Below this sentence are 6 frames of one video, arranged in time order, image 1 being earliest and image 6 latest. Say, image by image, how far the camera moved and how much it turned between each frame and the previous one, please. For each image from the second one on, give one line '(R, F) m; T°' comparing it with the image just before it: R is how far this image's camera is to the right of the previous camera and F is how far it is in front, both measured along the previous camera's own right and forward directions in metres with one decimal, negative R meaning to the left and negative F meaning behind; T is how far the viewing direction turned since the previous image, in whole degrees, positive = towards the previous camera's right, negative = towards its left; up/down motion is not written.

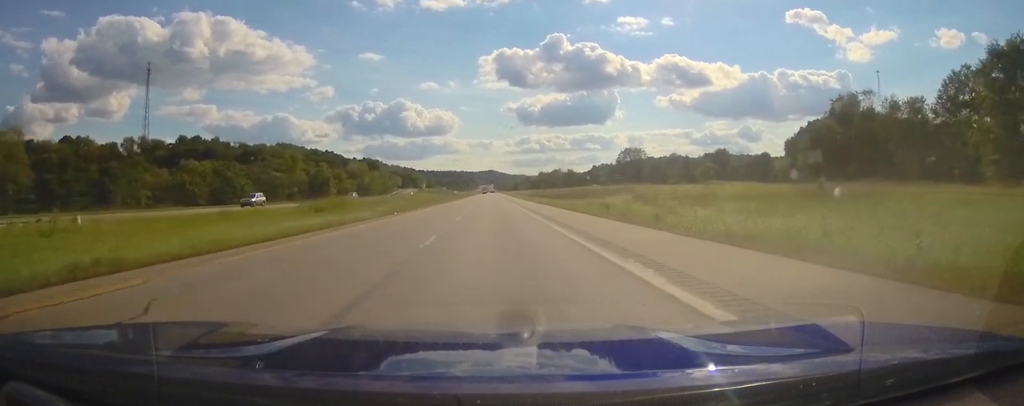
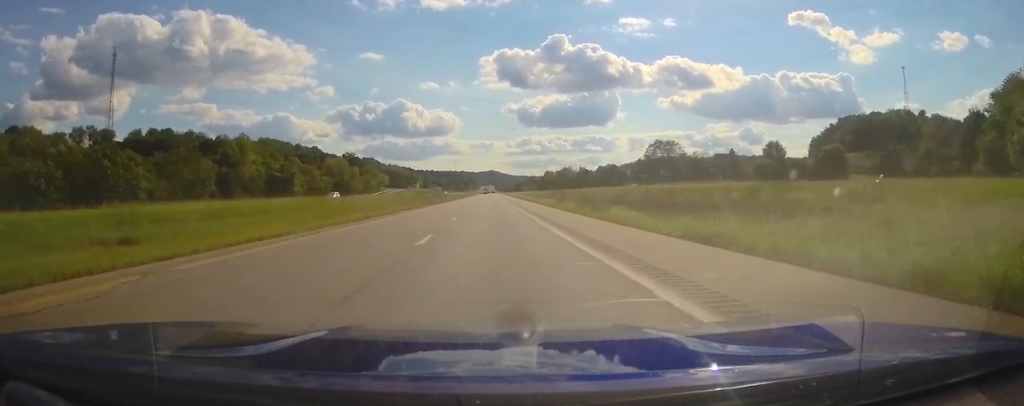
(-0.1, +47.6) m; 0°
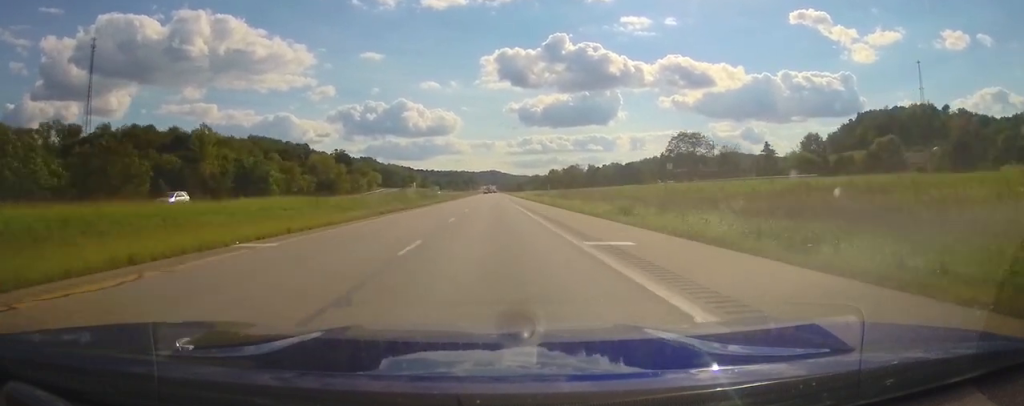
(0.0, +26.5) m; 0°
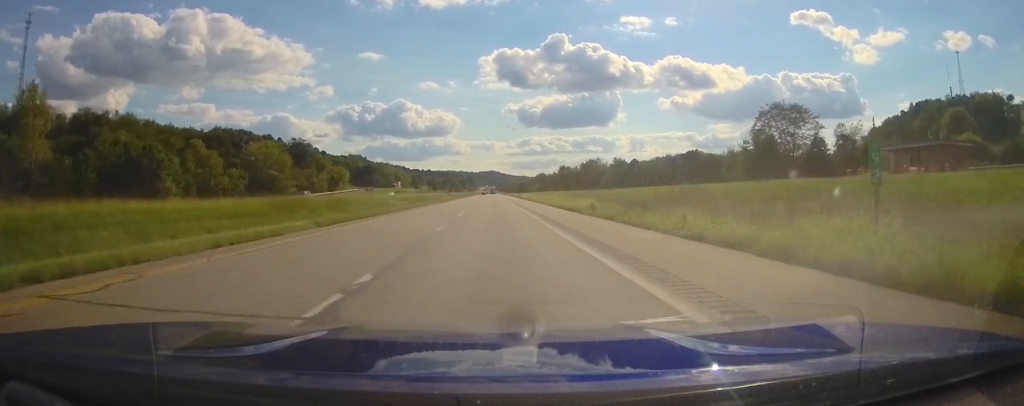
(-0.2, +66.9) m; -1°
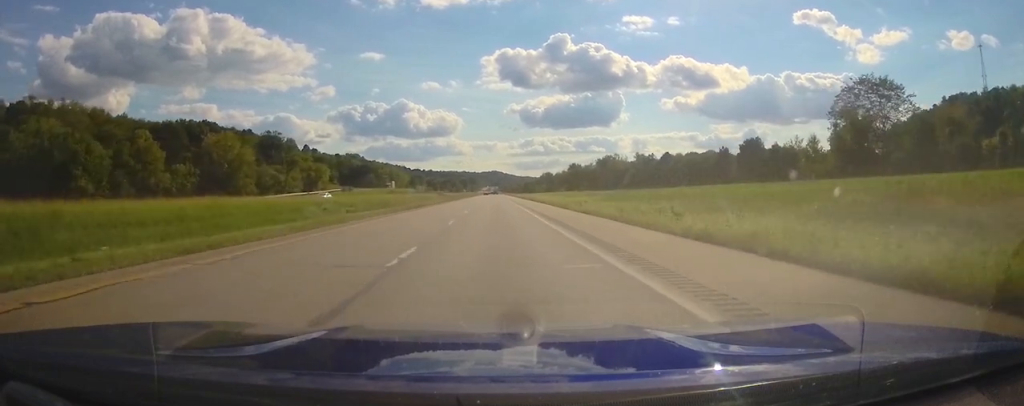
(-0.3, +32.8) m; +1°
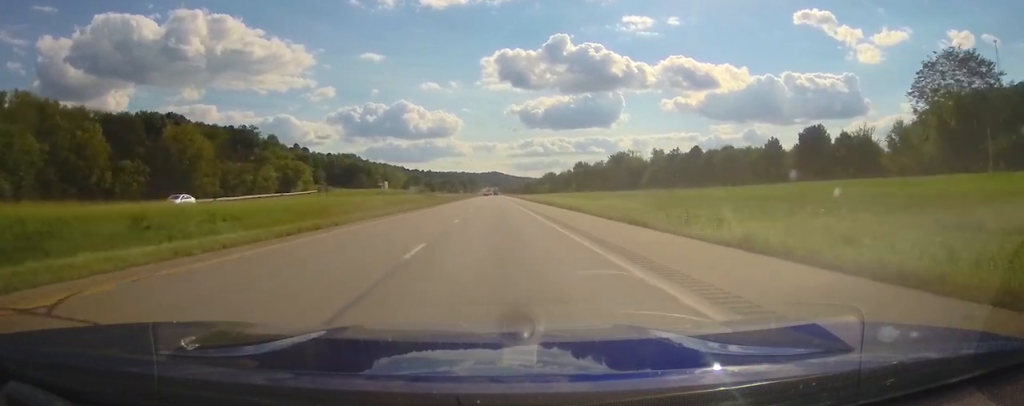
(+0.5, +23.1) m; +1°
